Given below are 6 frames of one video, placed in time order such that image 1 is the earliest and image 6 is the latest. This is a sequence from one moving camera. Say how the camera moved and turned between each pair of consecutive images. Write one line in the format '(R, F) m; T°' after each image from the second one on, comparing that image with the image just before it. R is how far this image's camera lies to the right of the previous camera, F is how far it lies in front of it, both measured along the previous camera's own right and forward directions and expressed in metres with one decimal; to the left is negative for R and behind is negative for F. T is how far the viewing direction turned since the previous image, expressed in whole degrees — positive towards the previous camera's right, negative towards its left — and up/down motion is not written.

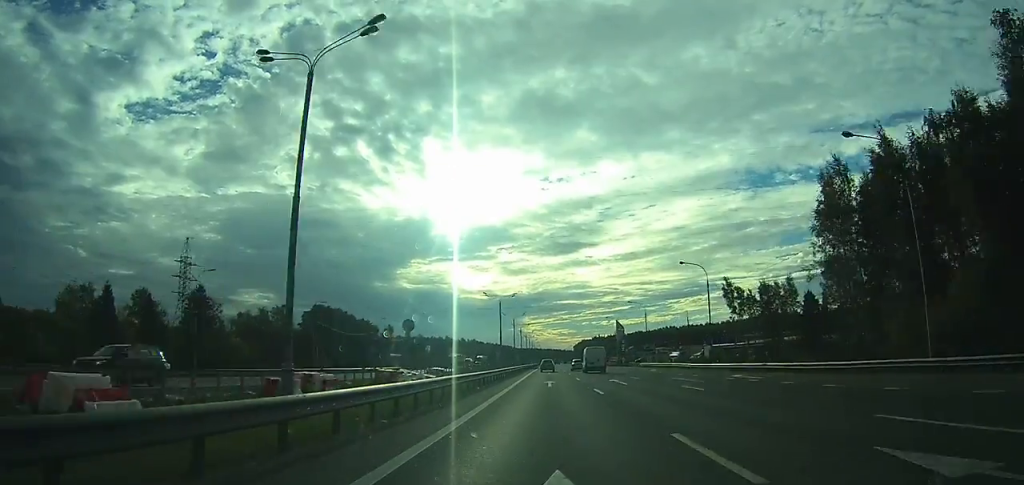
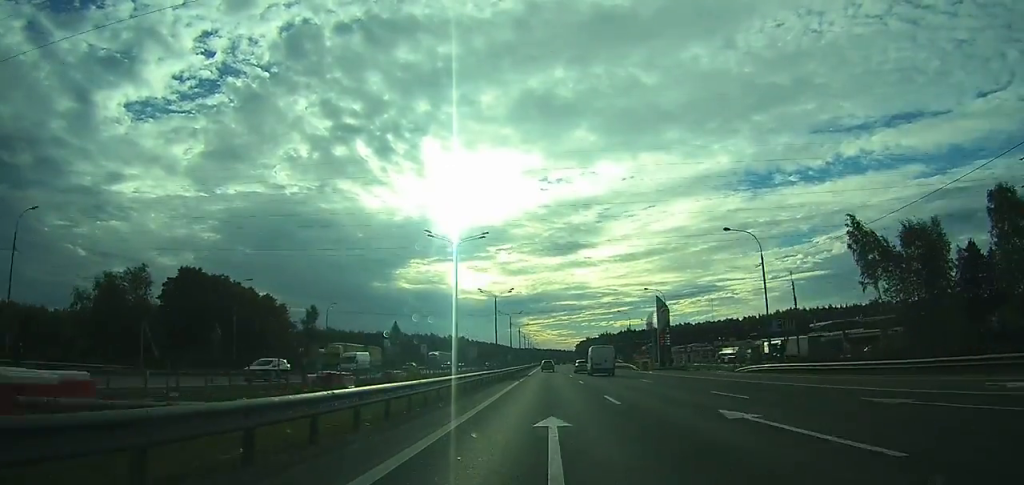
(0.0, +54.3) m; 0°
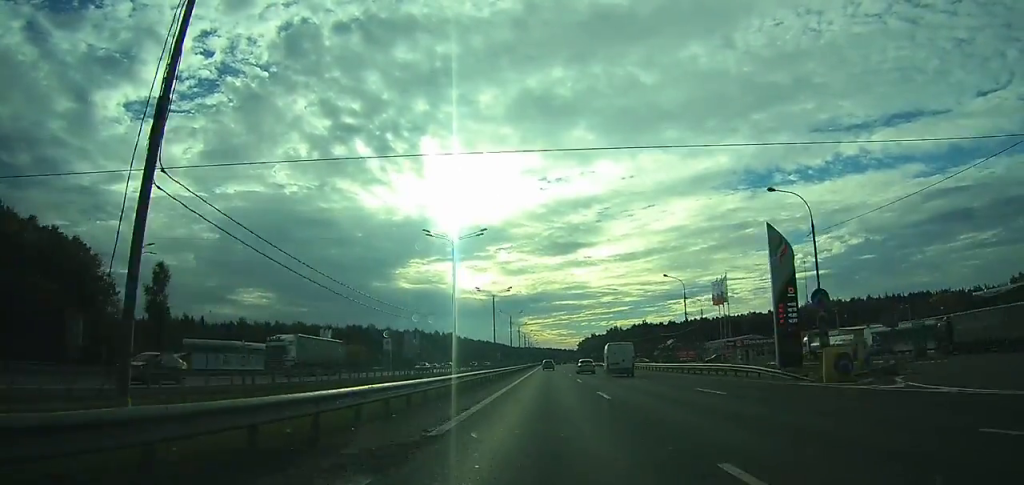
(0.0, +47.9) m; 0°
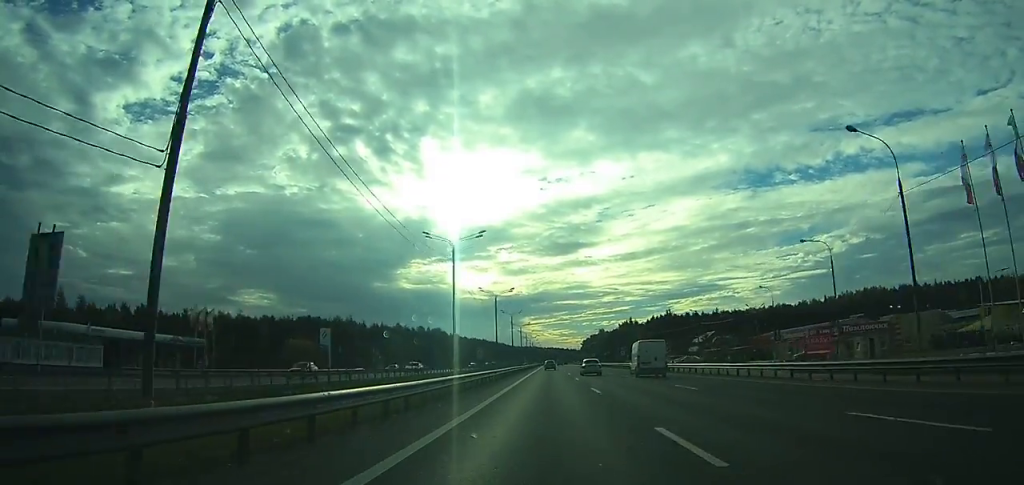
(+0.1, +46.6) m; 0°
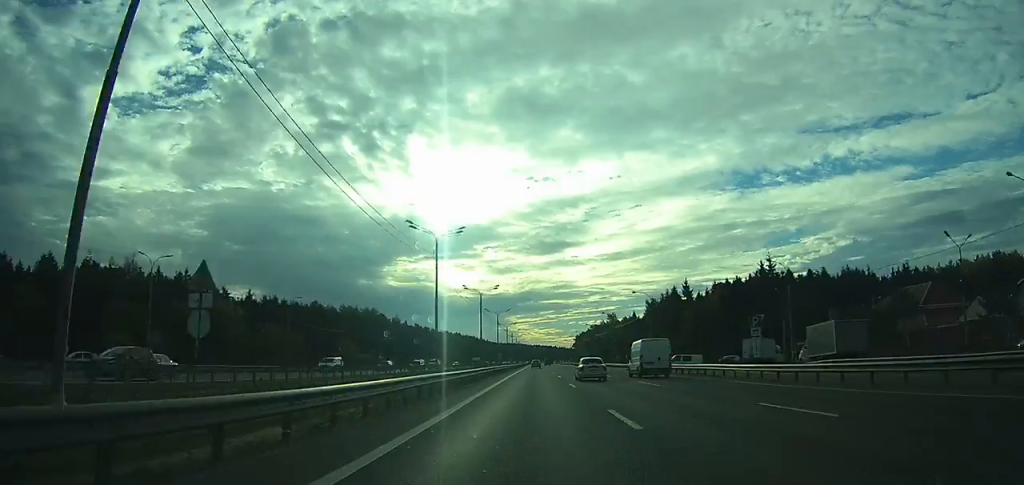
(+0.2, +92.4) m; +1°
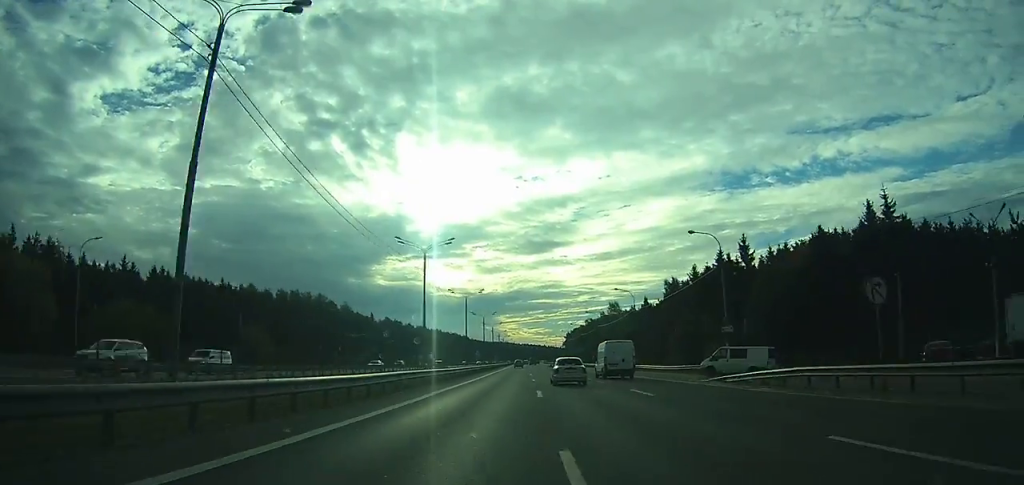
(+0.2, +36.6) m; 0°
